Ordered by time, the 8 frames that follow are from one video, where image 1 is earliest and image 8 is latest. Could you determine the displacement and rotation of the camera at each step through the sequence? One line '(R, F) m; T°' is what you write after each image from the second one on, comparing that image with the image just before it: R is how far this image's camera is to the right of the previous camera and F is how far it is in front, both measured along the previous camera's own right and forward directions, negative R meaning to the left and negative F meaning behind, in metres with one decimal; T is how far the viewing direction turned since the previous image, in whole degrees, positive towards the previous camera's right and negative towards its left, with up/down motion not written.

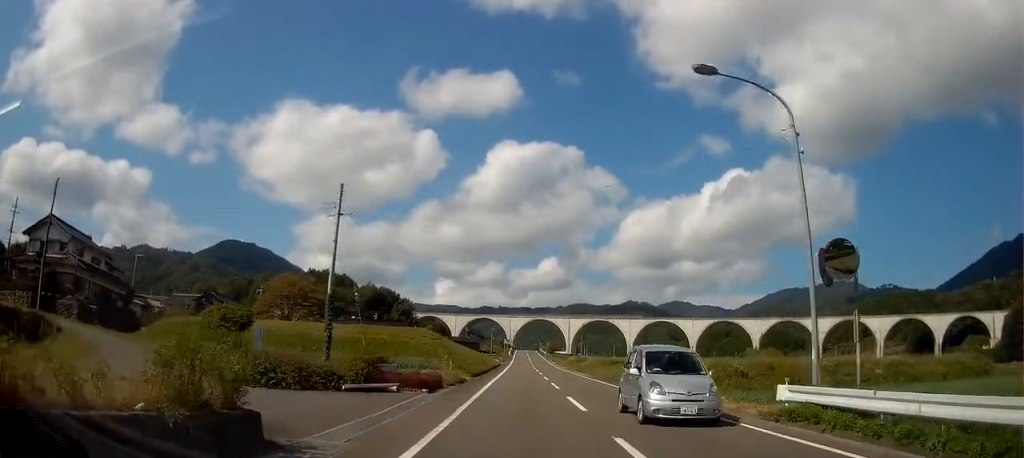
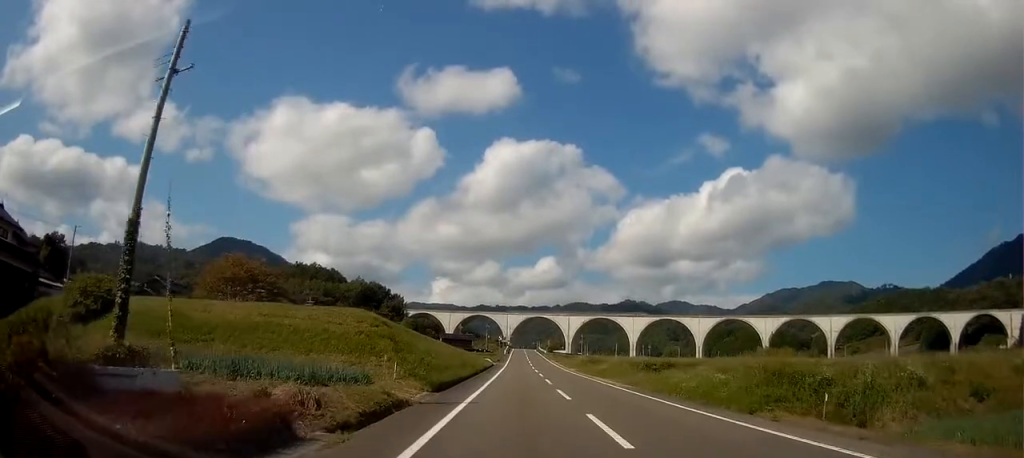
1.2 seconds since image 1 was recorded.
(-0.2, +15.8) m; -1°
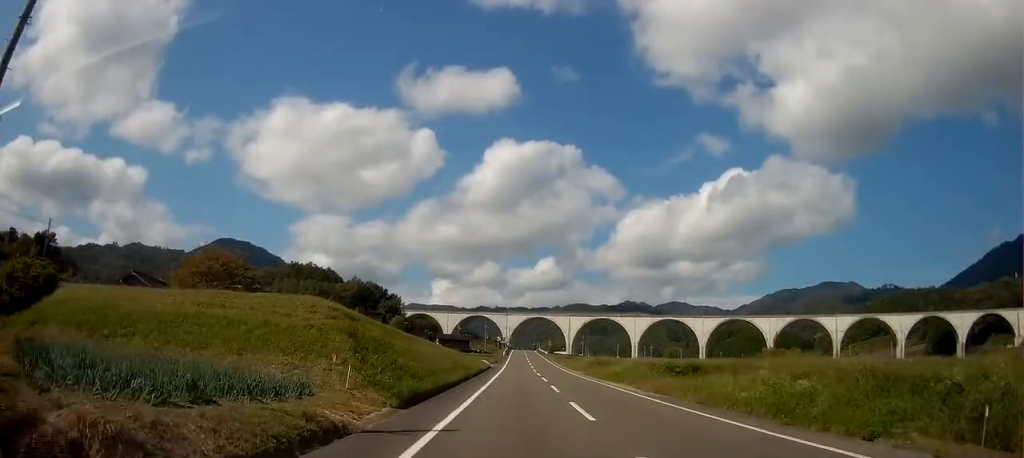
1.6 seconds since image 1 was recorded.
(0.0, +6.0) m; 0°
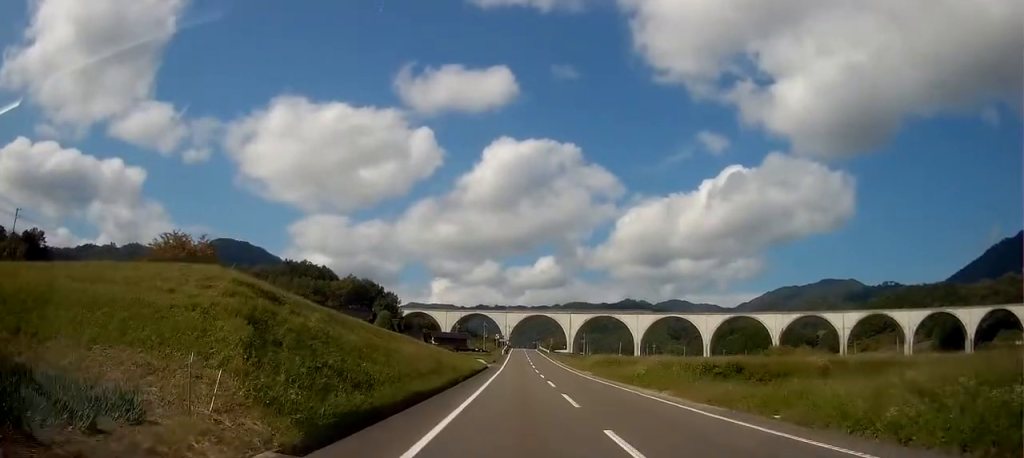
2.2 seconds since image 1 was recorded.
(0.0, +6.9) m; 0°
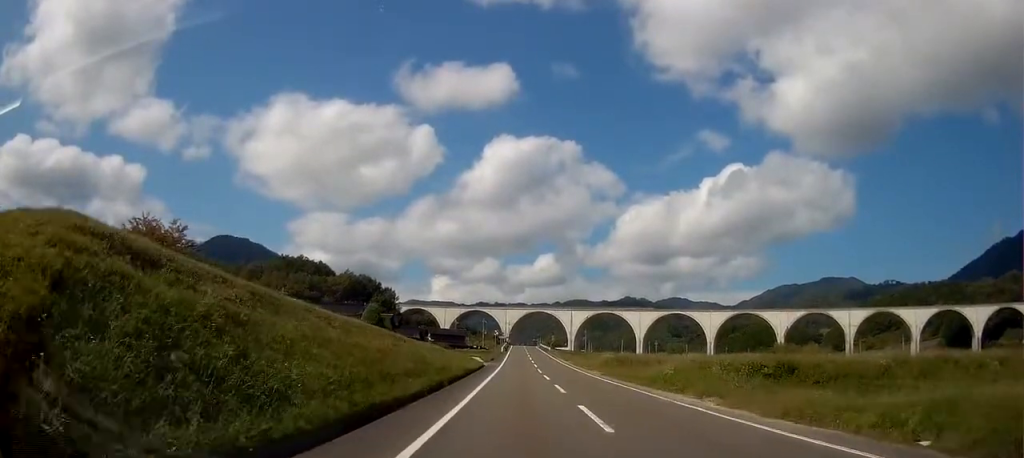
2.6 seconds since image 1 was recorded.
(-0.1, +5.6) m; 0°
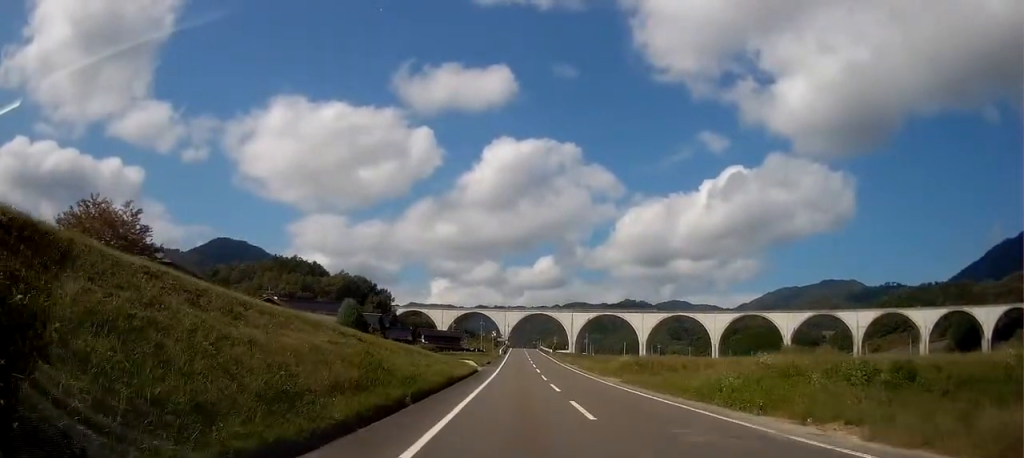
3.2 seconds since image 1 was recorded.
(-0.1, +7.9) m; -1°
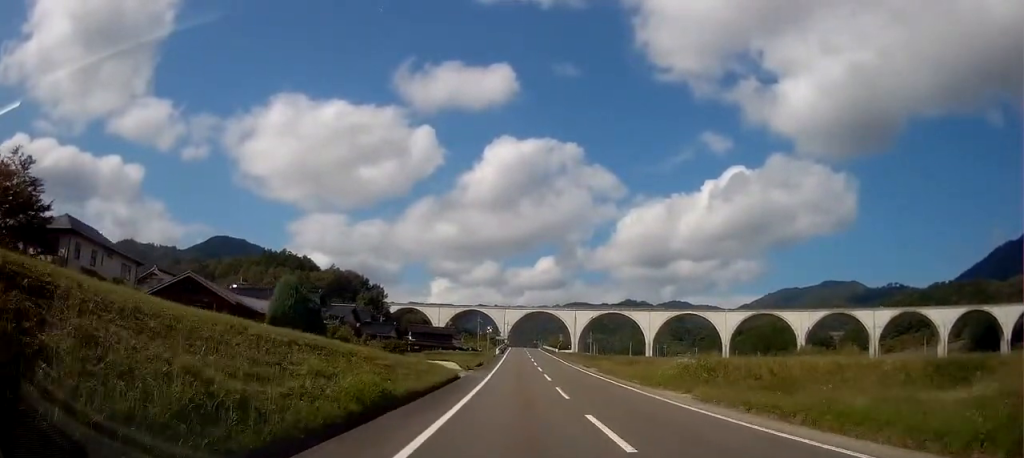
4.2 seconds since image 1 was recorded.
(0.0, +14.2) m; +1°
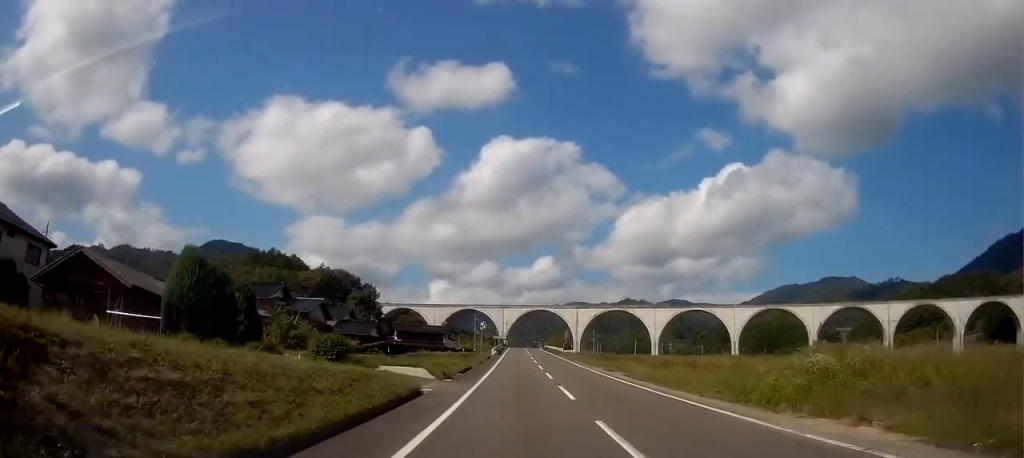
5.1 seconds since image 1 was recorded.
(+0.2, +12.1) m; +1°
